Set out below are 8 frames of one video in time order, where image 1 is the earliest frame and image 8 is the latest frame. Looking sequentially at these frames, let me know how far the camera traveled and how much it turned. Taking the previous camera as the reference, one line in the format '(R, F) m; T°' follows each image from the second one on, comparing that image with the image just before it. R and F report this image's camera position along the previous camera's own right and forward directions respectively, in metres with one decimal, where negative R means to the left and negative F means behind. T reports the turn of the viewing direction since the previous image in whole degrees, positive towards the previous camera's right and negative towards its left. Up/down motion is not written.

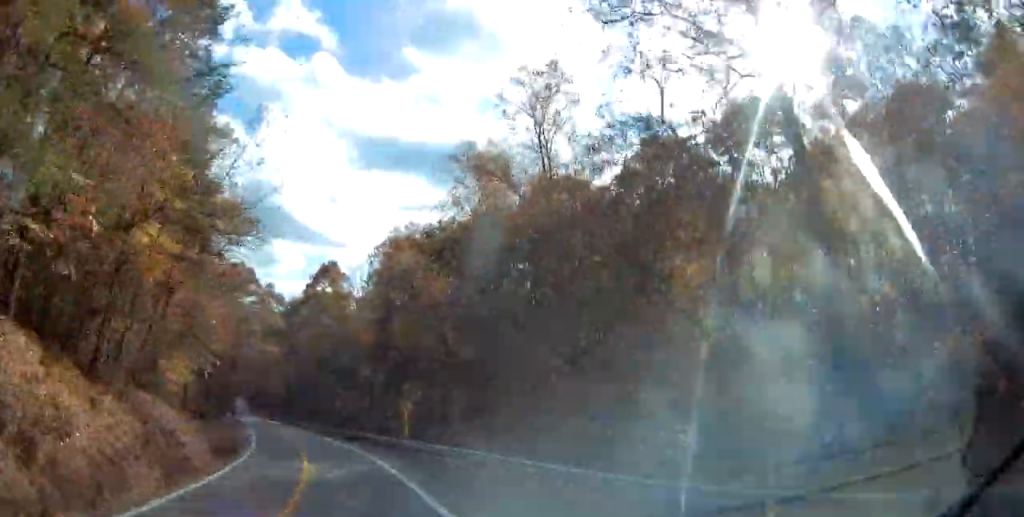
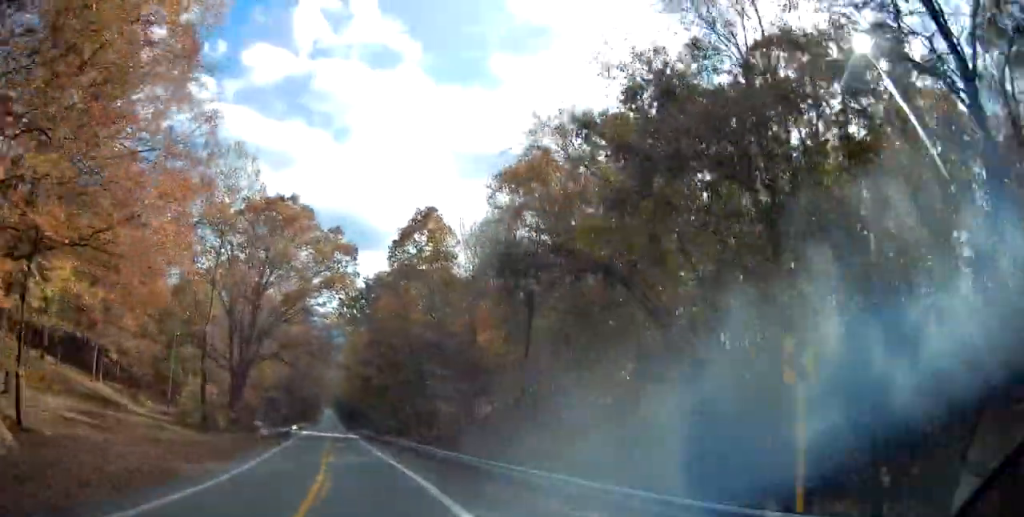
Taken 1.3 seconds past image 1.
(-2.3, +28.3) m; -17°
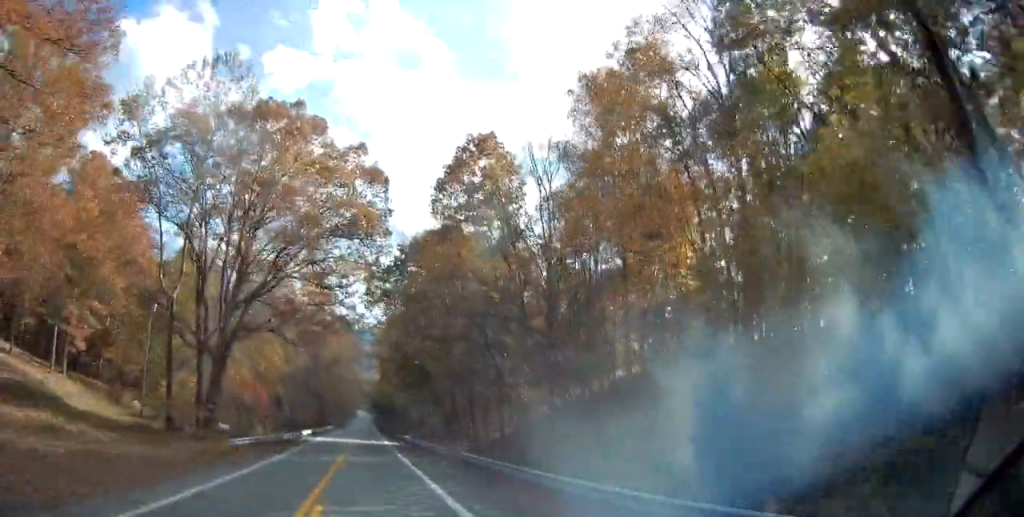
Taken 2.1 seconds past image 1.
(-3.1, +16.4) m; -4°
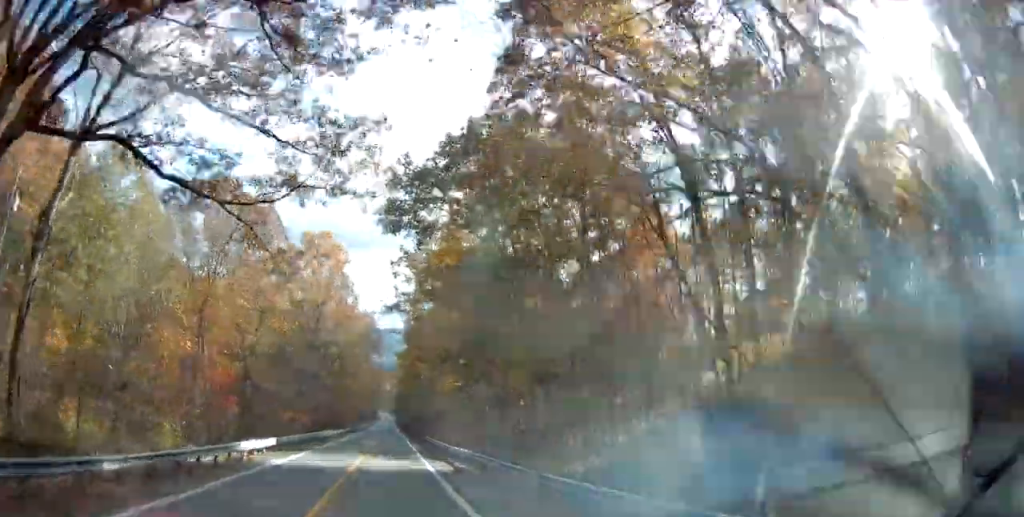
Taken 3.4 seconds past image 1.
(+1.5, +27.4) m; +6°
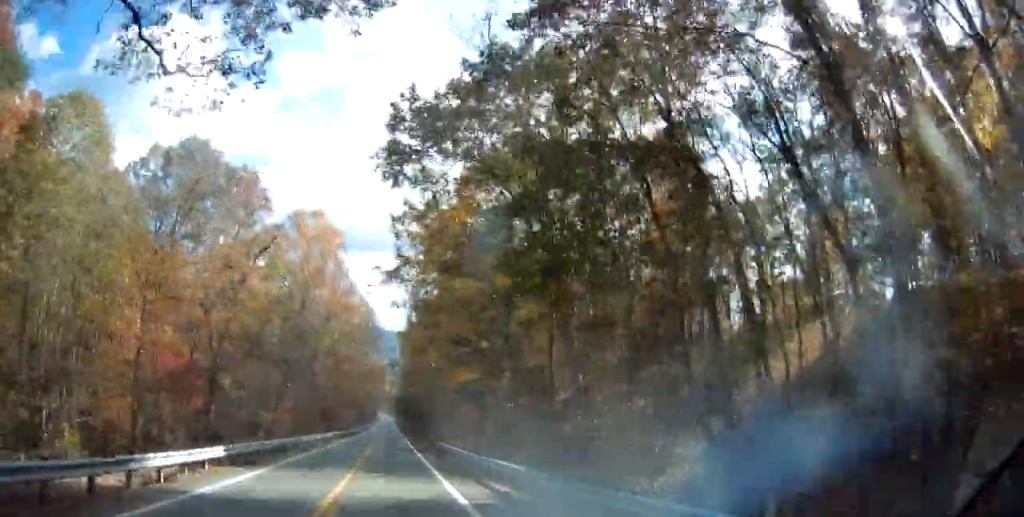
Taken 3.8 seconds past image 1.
(0.0, +9.6) m; 0°
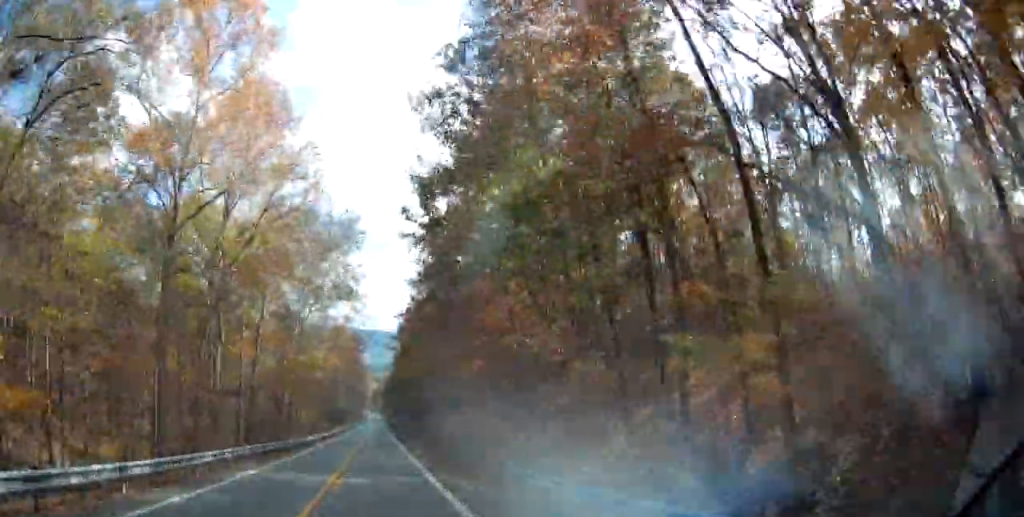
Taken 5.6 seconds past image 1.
(0.0, +44.2) m; 0°
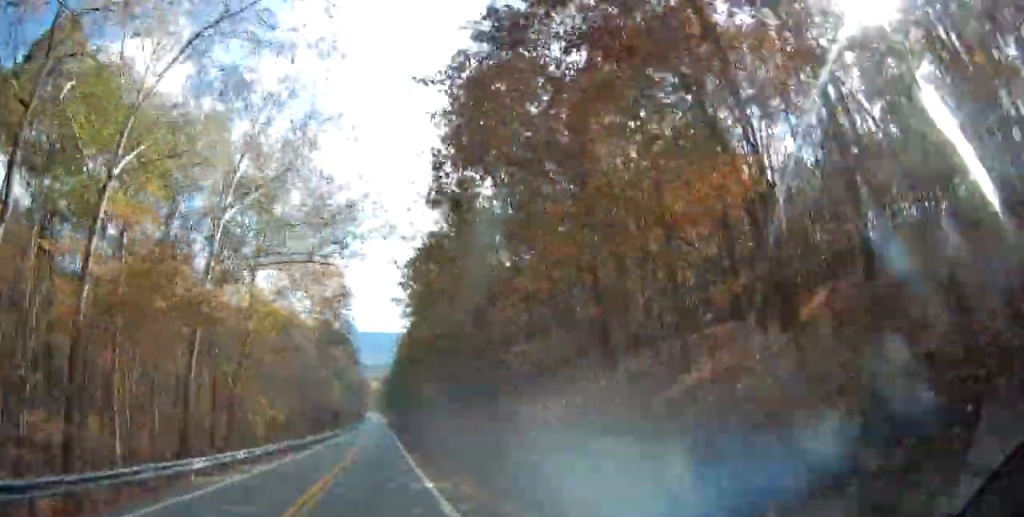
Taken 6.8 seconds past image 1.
(0.0, +30.5) m; 0°
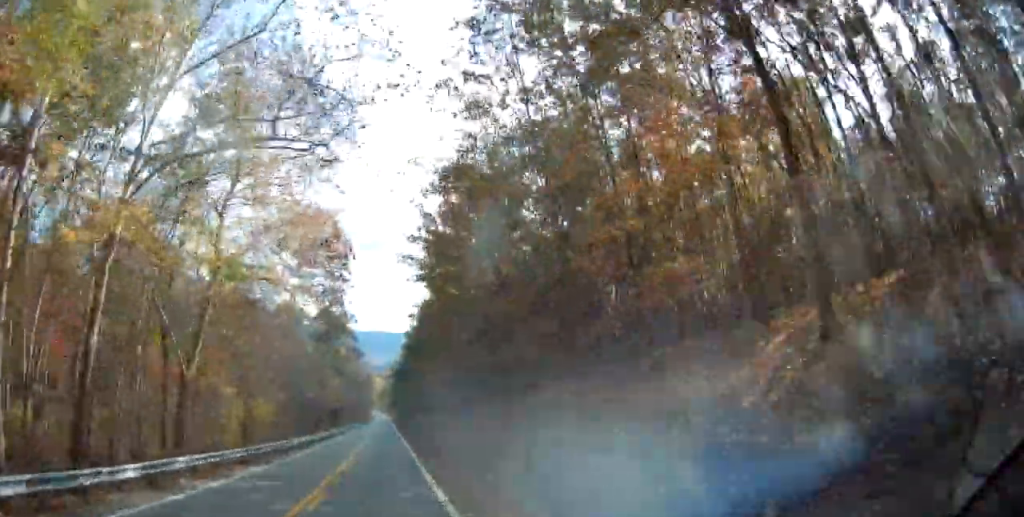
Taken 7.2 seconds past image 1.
(0.0, +12.0) m; 0°
